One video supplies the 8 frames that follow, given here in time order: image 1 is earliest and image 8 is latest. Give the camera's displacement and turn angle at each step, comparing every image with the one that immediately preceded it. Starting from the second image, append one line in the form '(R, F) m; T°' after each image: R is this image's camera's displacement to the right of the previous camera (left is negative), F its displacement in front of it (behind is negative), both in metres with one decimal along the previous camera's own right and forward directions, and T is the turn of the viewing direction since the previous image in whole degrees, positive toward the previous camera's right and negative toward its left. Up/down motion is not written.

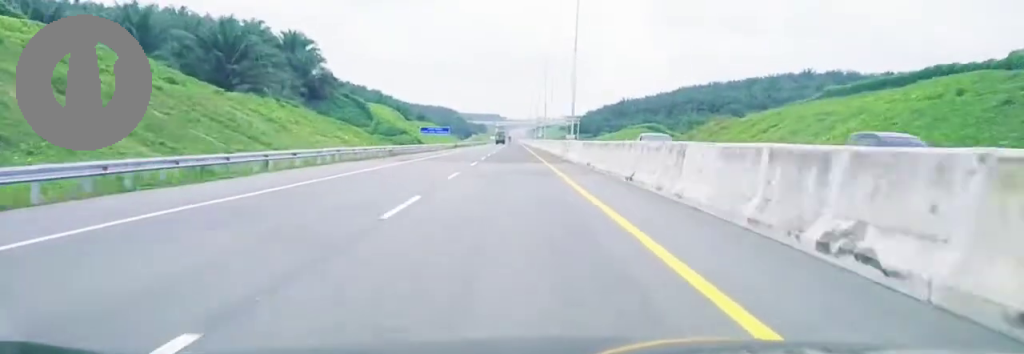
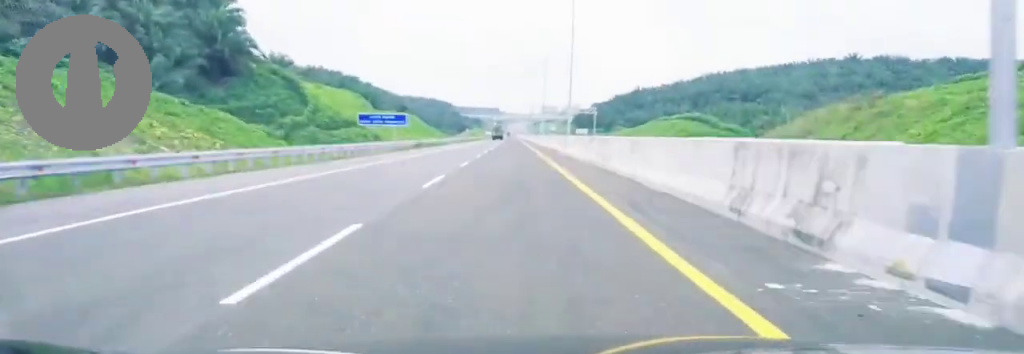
(-0.1, +46.0) m; 0°
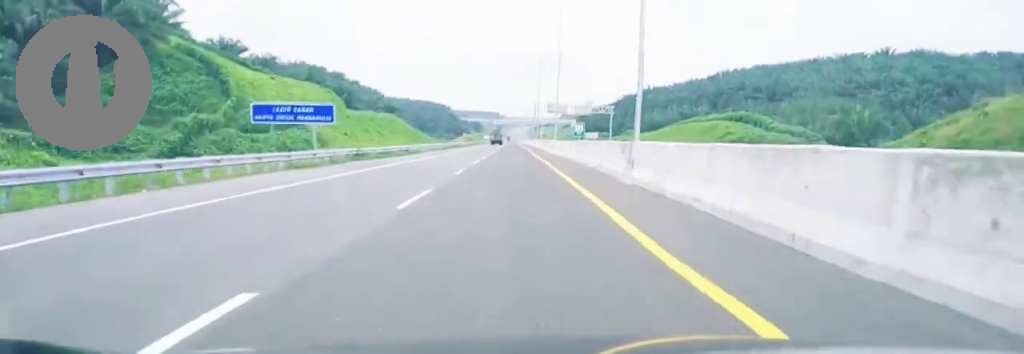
(-0.1, +30.7) m; 0°
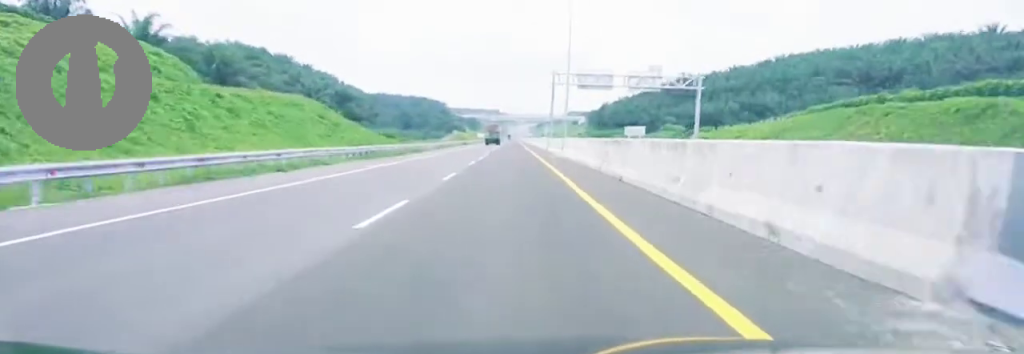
(-0.2, +68.7) m; 0°
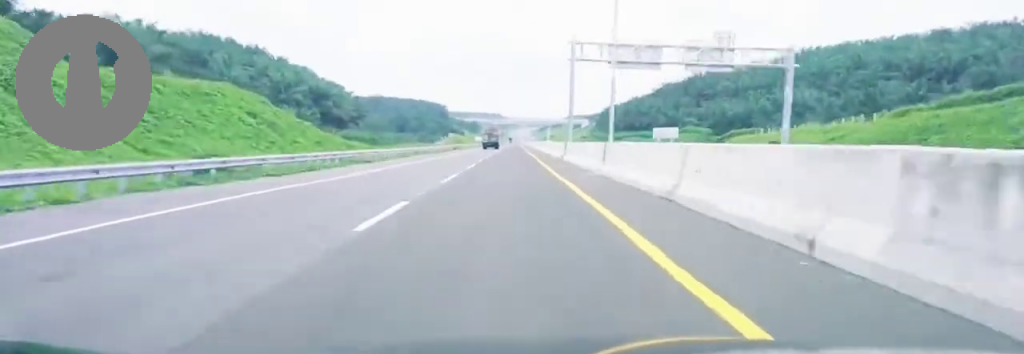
(+0.1, +26.0) m; 0°
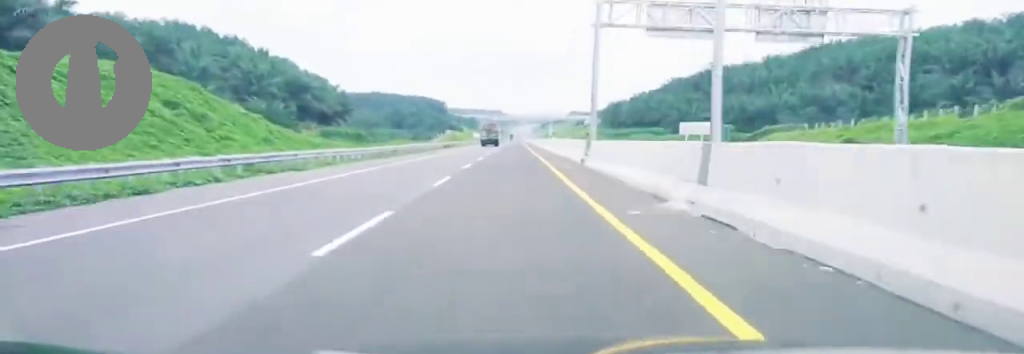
(+0.1, +15.3) m; 0°
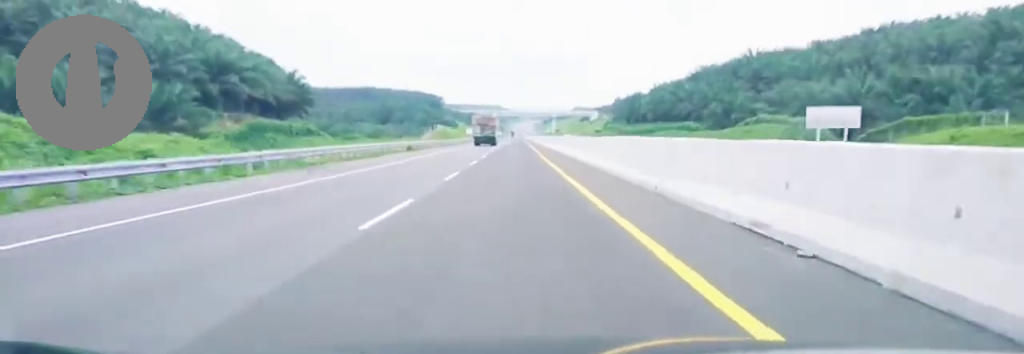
(-0.3, +35.3) m; 0°
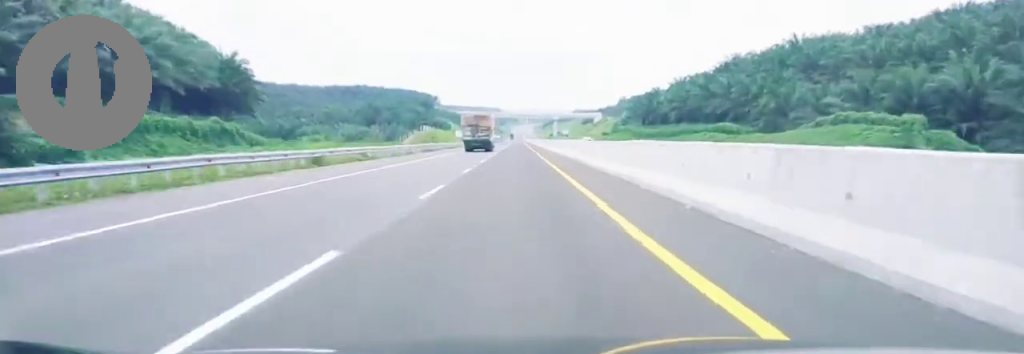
(0.0, +34.2) m; 0°
